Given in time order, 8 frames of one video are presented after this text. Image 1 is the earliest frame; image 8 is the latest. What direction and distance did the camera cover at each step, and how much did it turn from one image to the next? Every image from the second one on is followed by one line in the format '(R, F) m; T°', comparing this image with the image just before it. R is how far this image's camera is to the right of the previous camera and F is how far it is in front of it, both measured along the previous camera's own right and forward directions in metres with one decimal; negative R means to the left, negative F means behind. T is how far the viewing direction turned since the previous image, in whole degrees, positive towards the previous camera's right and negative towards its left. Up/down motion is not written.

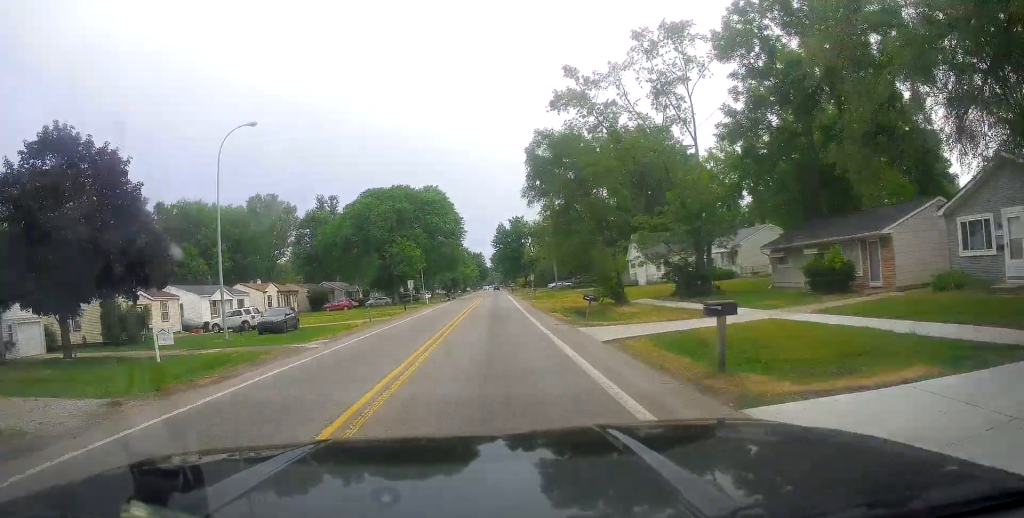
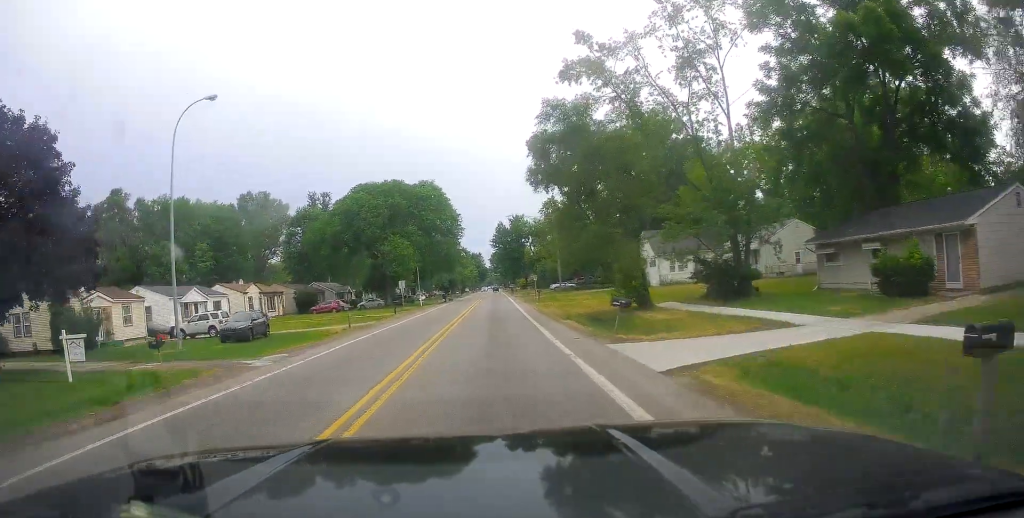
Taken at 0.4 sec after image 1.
(0.0, +5.3) m; -1°
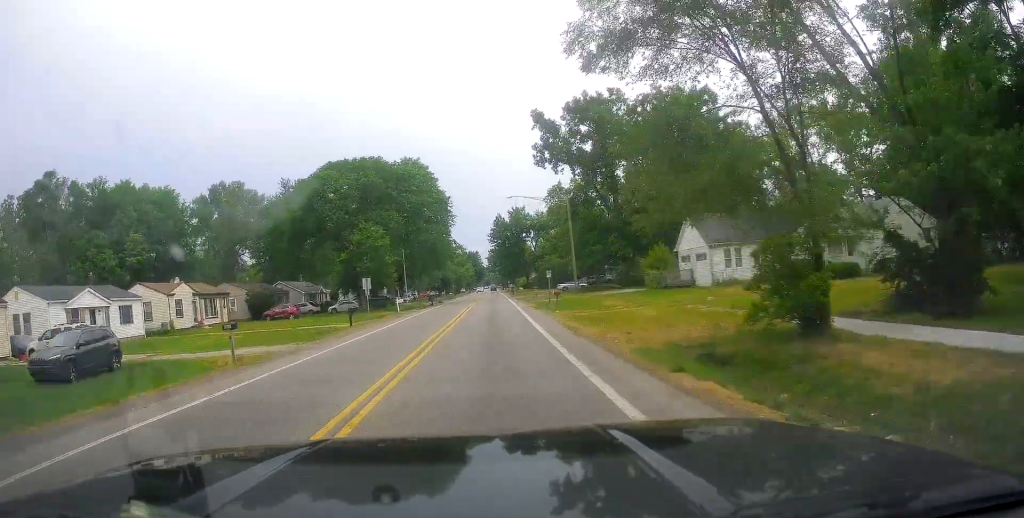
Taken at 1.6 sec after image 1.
(-0.5, +14.9) m; -3°
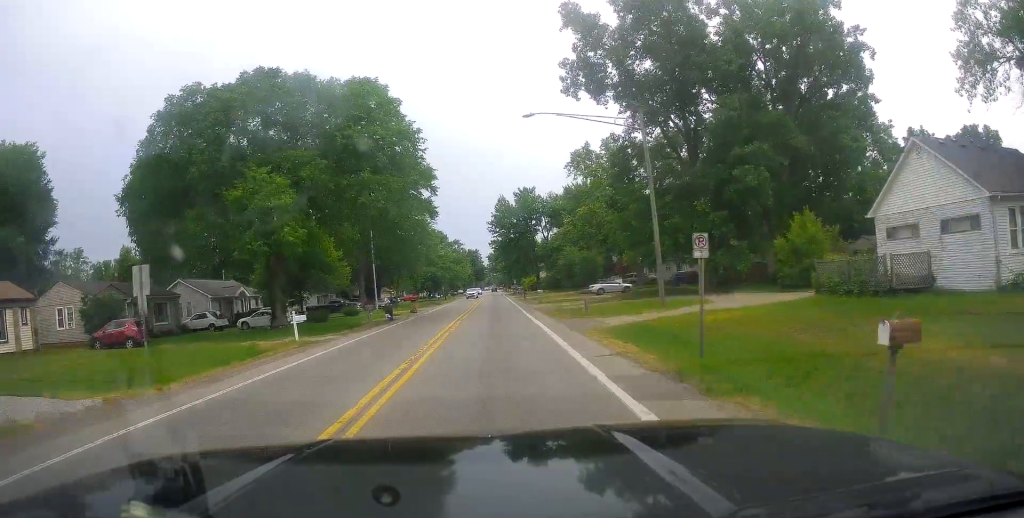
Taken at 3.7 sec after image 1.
(+0.5, +28.6) m; +2°
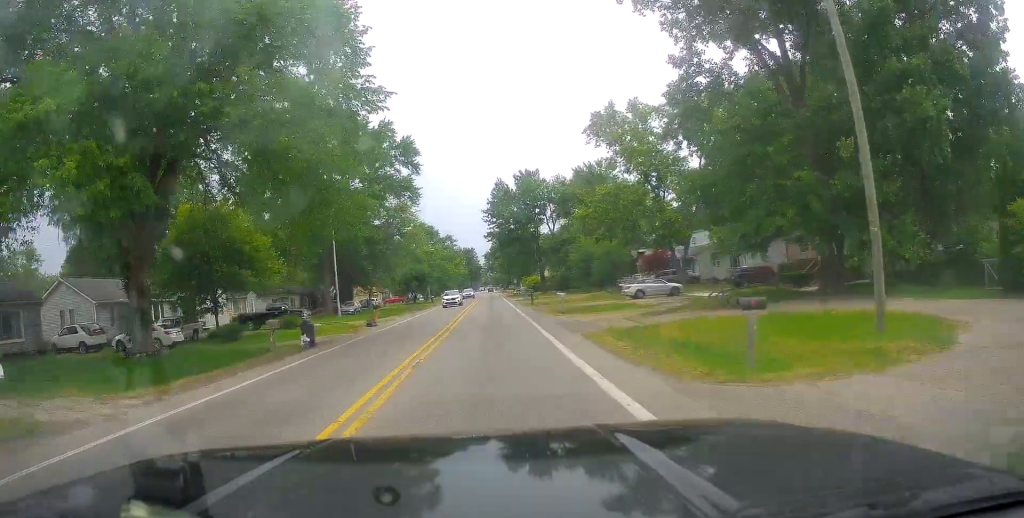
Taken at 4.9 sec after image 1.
(-0.5, +17.5) m; -1°
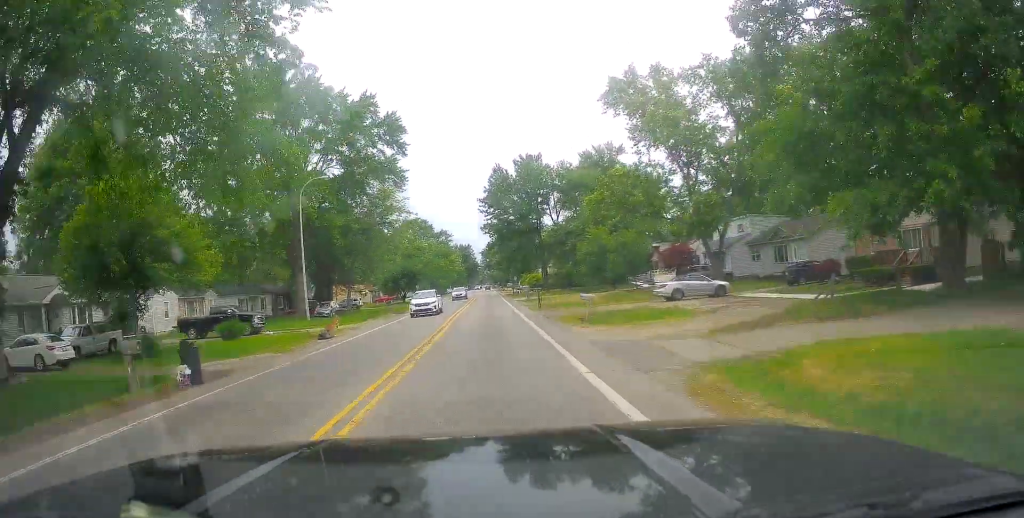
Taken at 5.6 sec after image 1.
(+0.2, +9.5) m; +1°
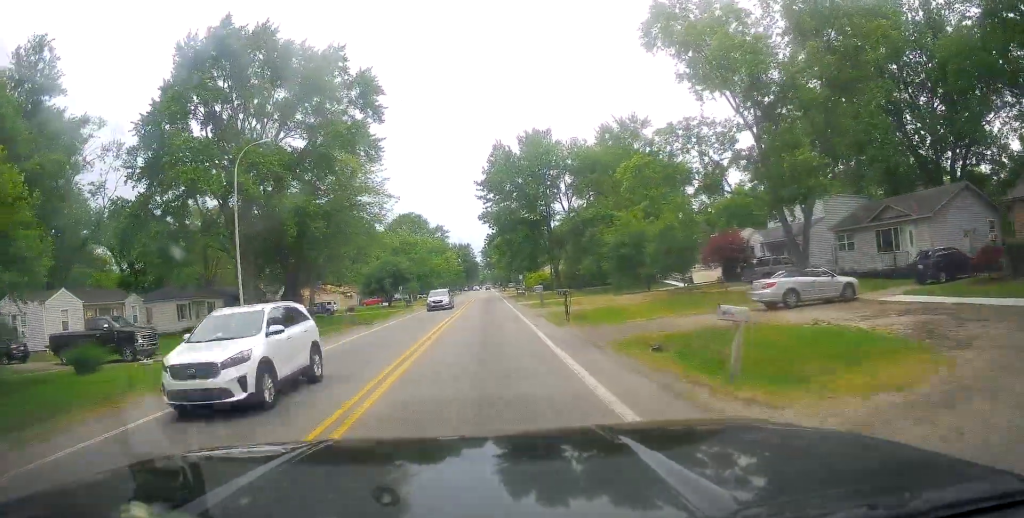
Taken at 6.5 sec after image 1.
(+0.4, +13.6) m; +2°
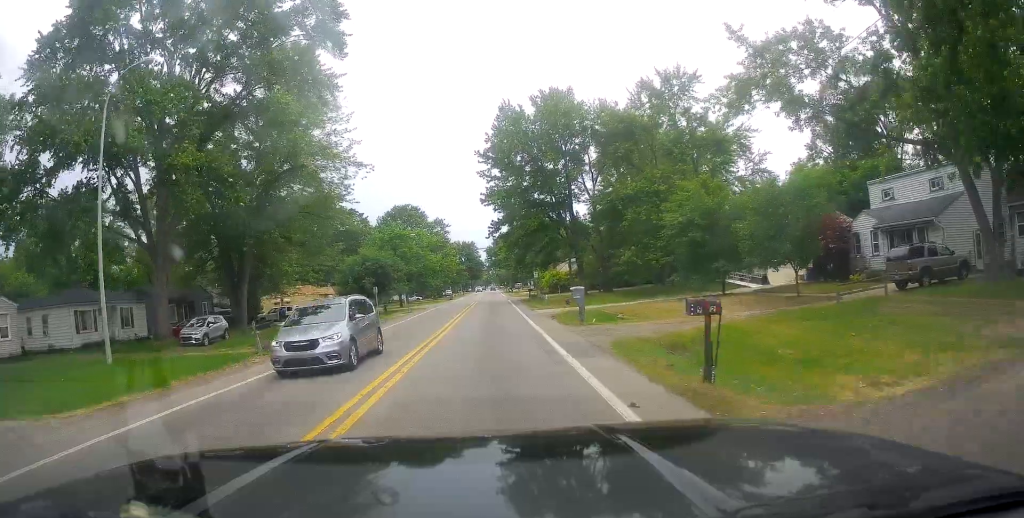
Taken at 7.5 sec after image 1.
(0.0, +15.3) m; -1°
